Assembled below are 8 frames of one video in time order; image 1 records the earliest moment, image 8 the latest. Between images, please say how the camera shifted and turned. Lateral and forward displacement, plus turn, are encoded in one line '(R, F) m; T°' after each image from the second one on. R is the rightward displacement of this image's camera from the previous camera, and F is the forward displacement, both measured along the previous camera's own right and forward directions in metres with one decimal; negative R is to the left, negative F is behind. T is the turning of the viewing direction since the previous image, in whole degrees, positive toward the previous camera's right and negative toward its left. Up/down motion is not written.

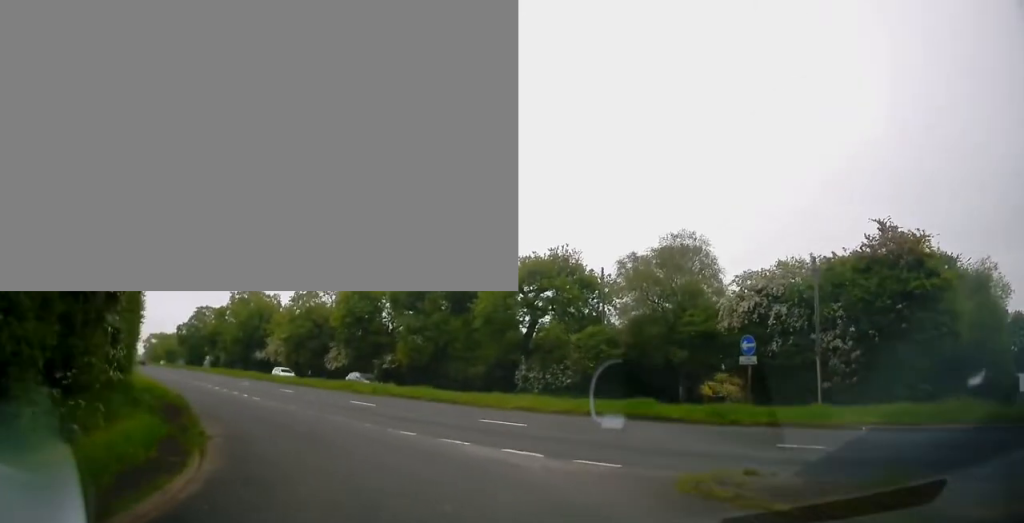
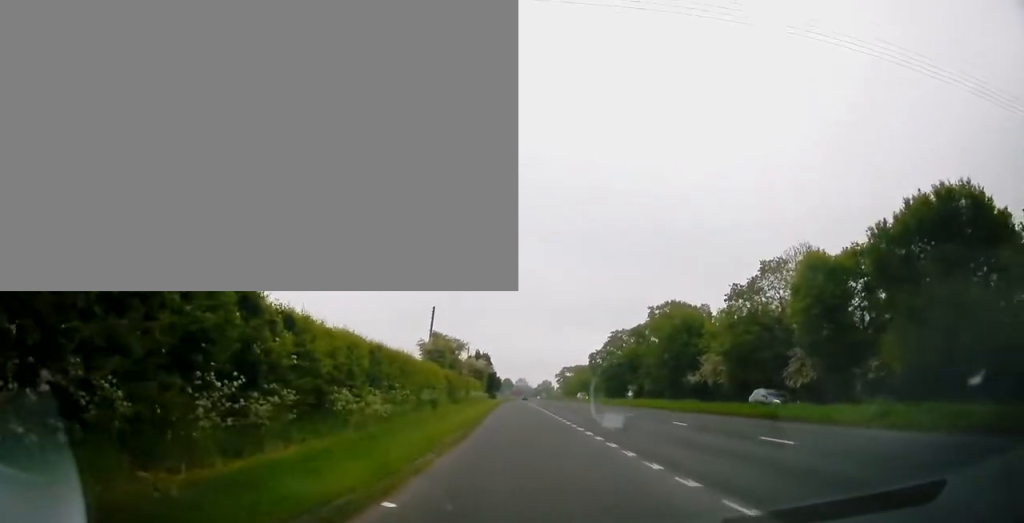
(-7.4, +16.5) m; -39°
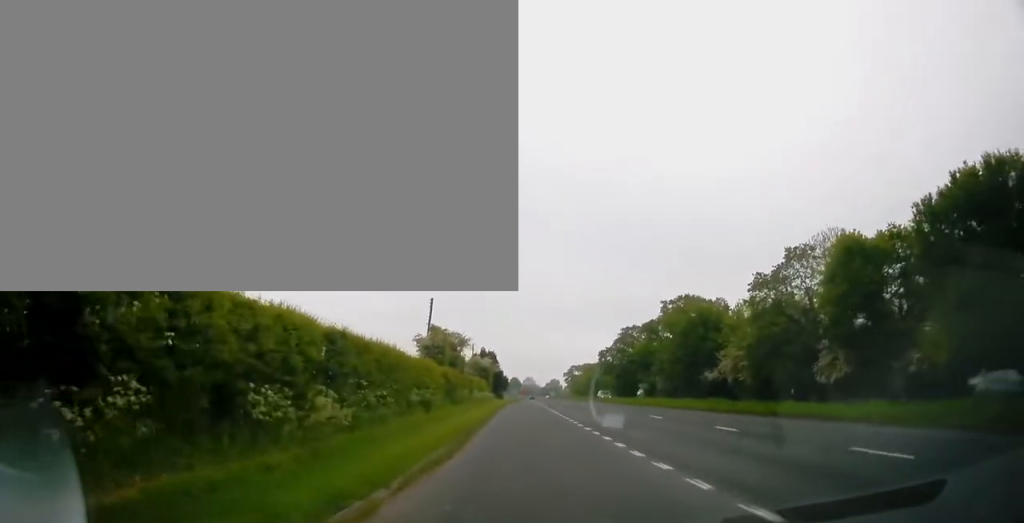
(-0.1, +4.3) m; -1°
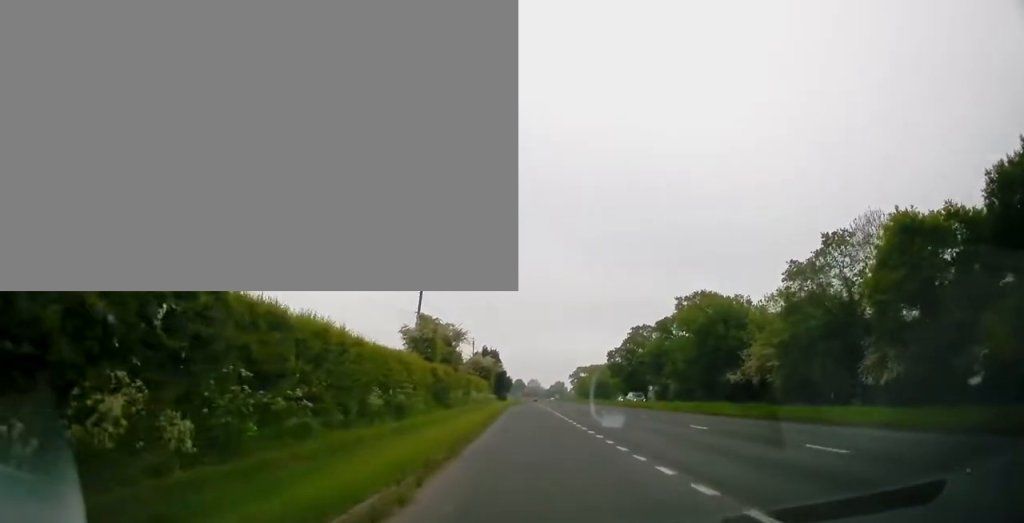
(0.0, +5.8) m; +1°
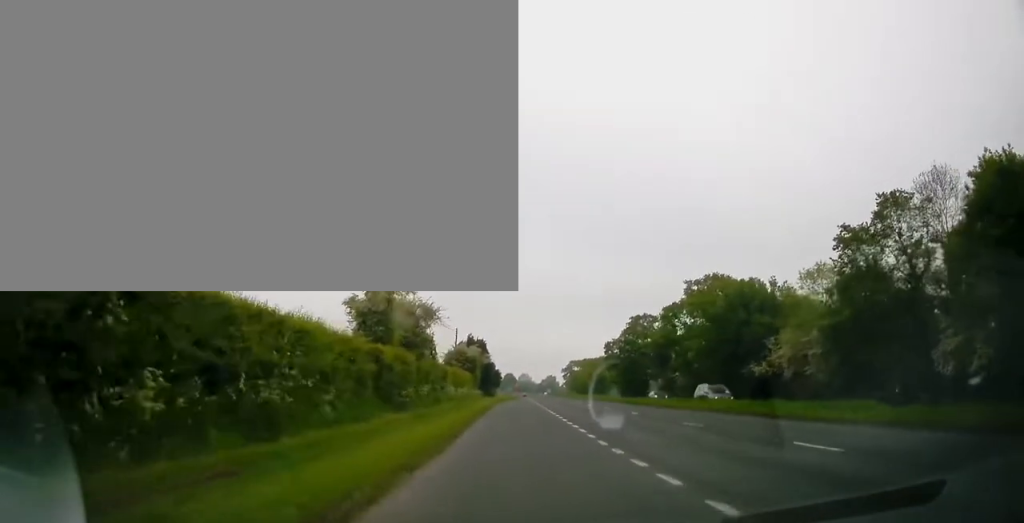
(+0.3, +9.0) m; -1°
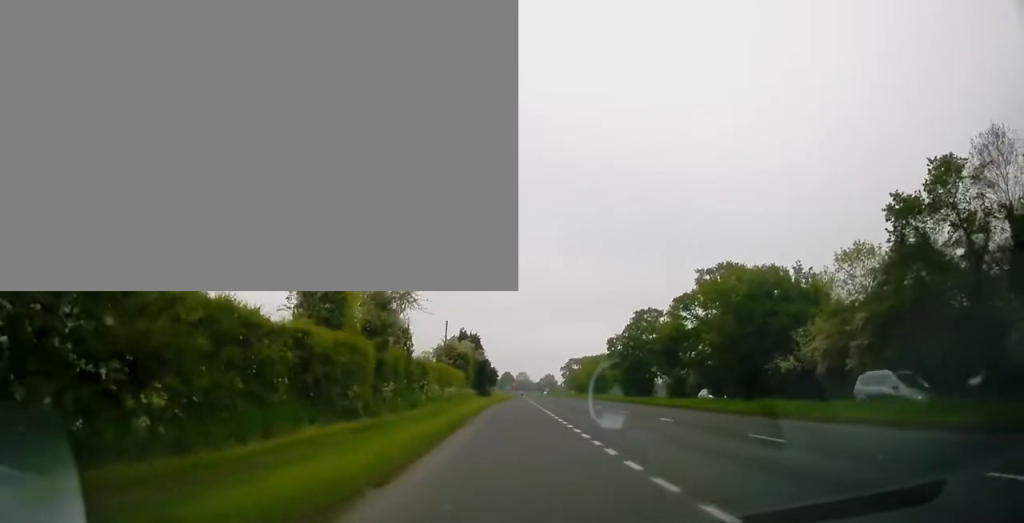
(-0.3, +6.5) m; 0°
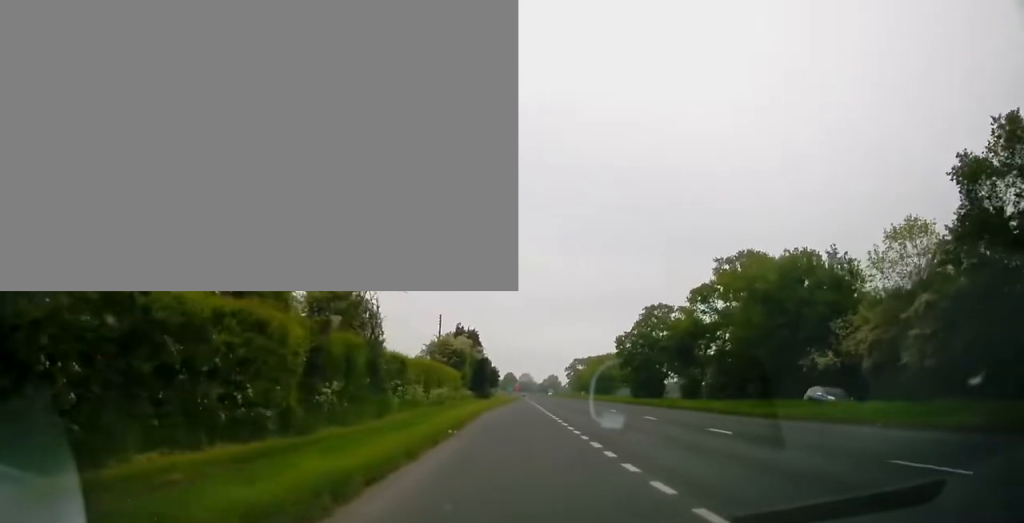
(0.0, +6.2) m; 0°
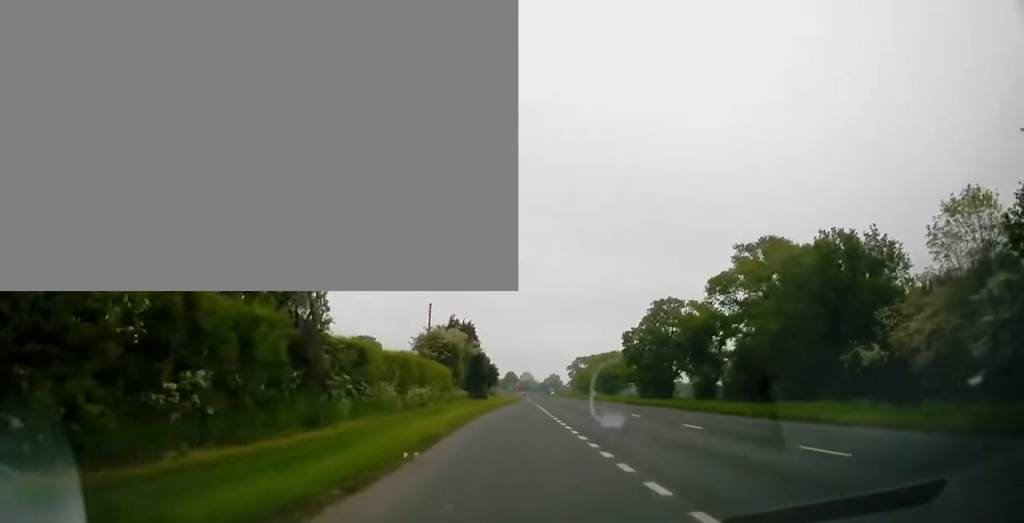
(+0.2, +6.0) m; +1°
